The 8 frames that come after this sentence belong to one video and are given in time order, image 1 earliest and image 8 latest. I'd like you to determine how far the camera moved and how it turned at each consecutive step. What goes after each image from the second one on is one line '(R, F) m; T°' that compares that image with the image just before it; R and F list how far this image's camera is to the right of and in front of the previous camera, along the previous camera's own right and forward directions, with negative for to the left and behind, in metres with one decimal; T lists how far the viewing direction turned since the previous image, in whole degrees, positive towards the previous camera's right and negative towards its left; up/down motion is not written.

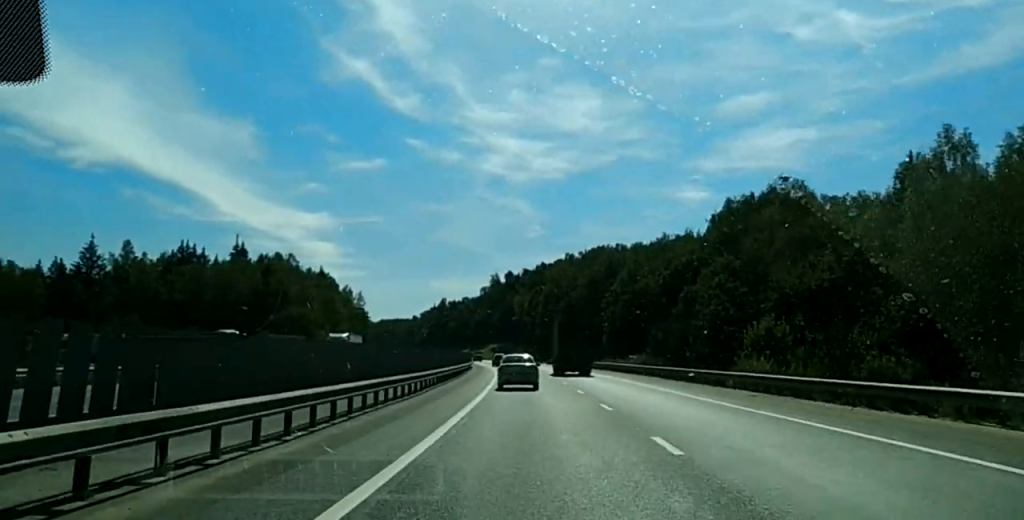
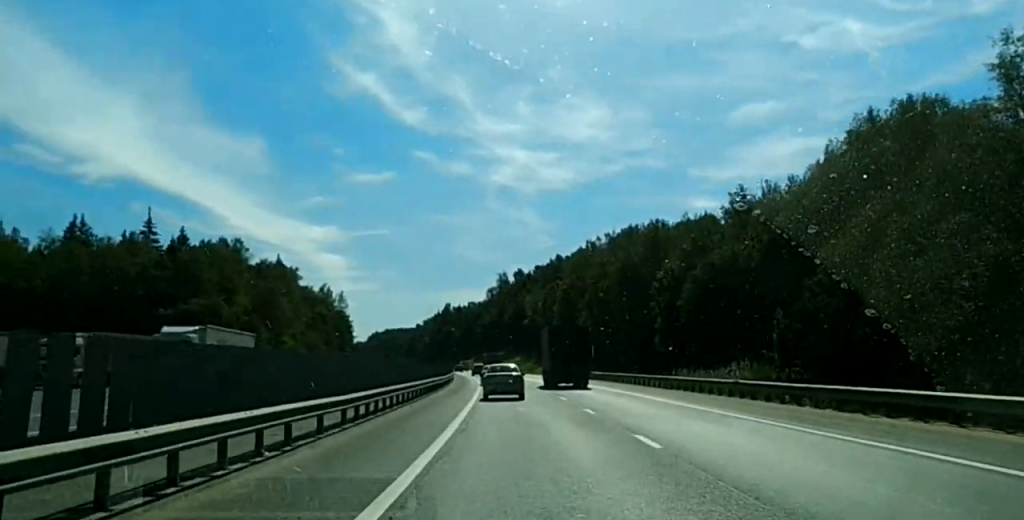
(-0.7, +71.7) m; -2°
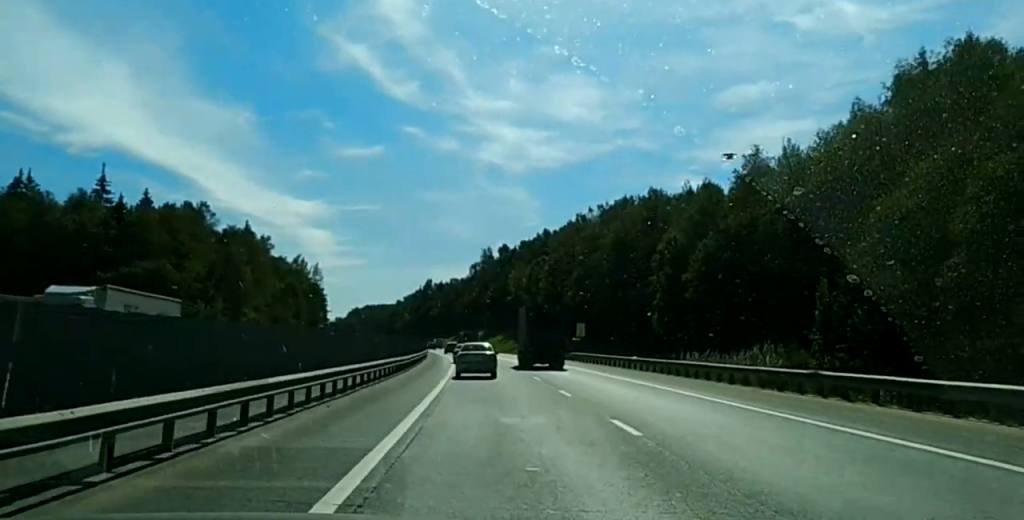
(-0.3, +14.5) m; -1°
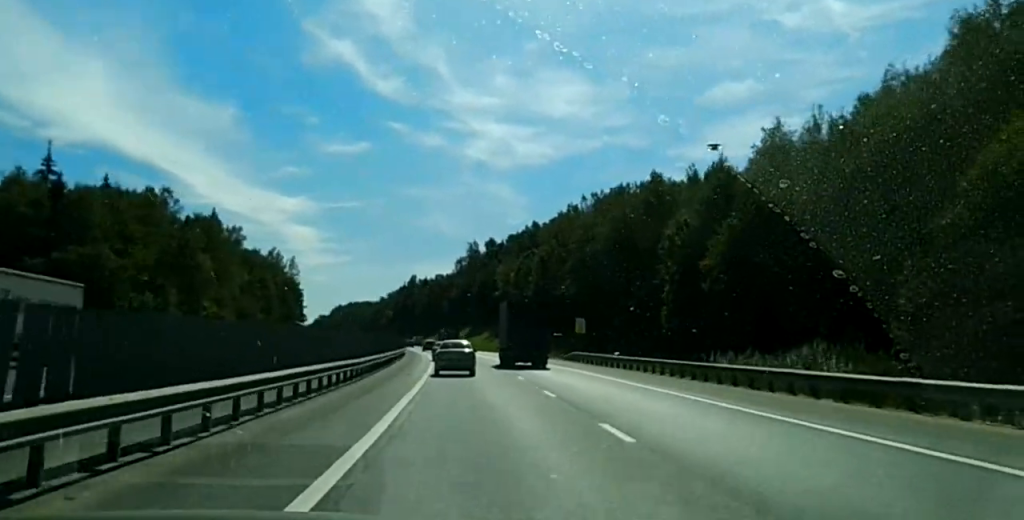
(-0.1, +13.2) m; -1°
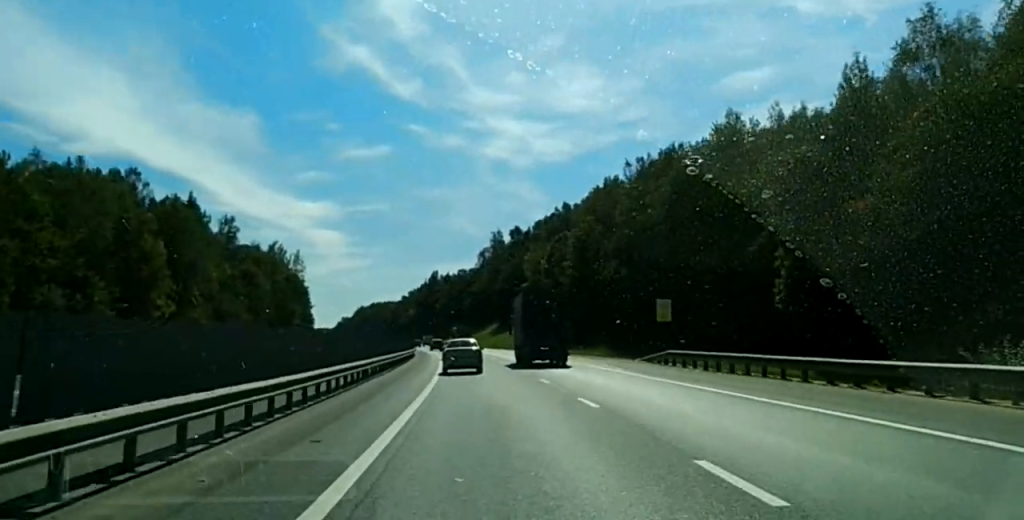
(-0.3, +30.8) m; -1°
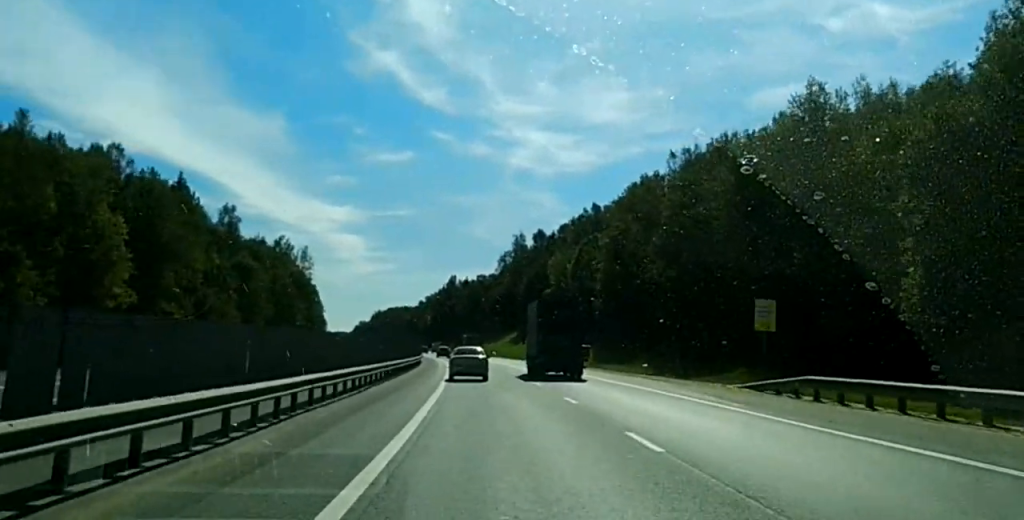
(0.0, +17.7) m; -1°
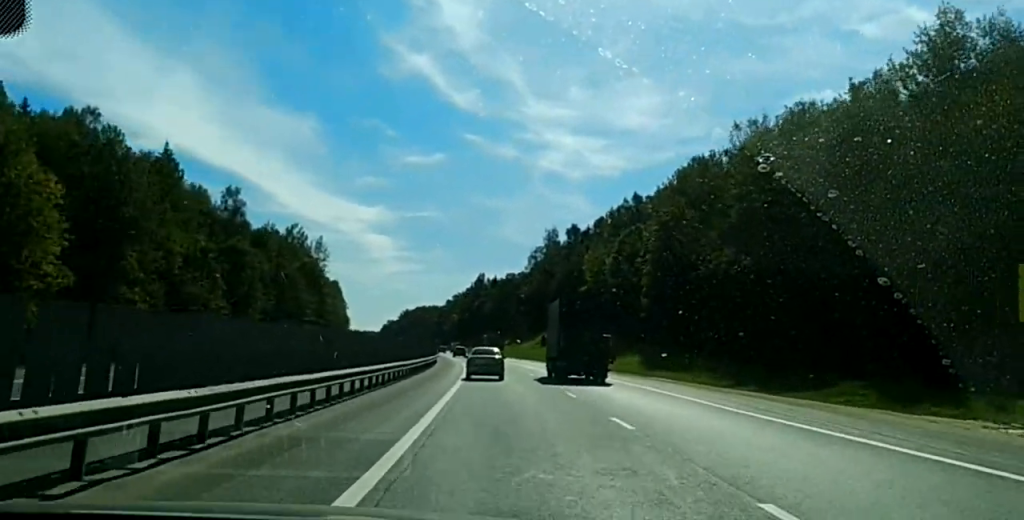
(0.0, +18.7) m; -1°
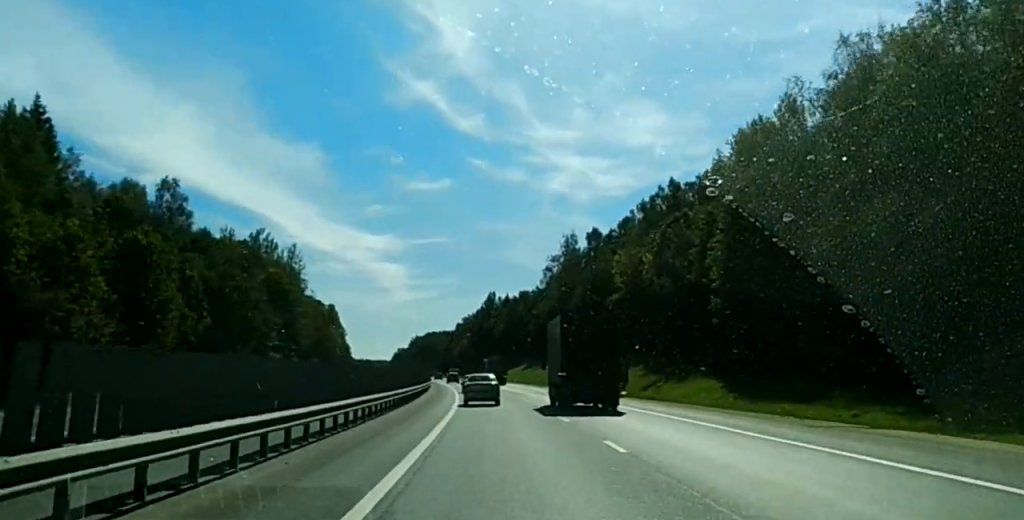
(-0.5, +35.2) m; -1°
